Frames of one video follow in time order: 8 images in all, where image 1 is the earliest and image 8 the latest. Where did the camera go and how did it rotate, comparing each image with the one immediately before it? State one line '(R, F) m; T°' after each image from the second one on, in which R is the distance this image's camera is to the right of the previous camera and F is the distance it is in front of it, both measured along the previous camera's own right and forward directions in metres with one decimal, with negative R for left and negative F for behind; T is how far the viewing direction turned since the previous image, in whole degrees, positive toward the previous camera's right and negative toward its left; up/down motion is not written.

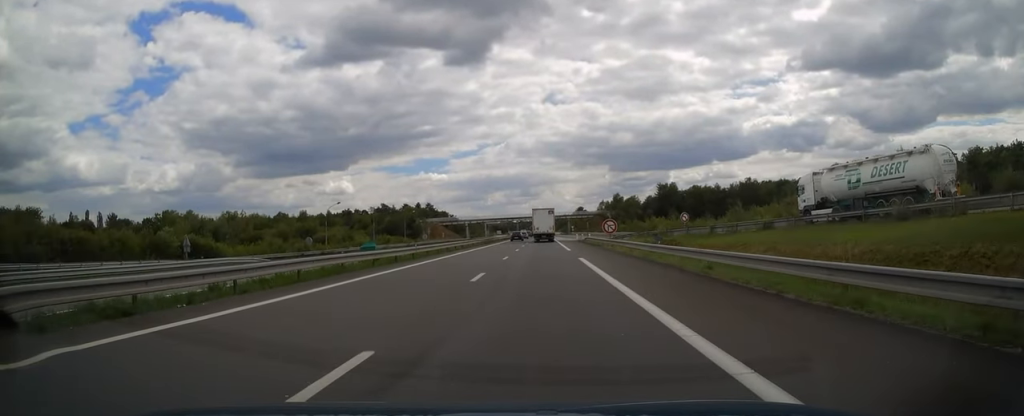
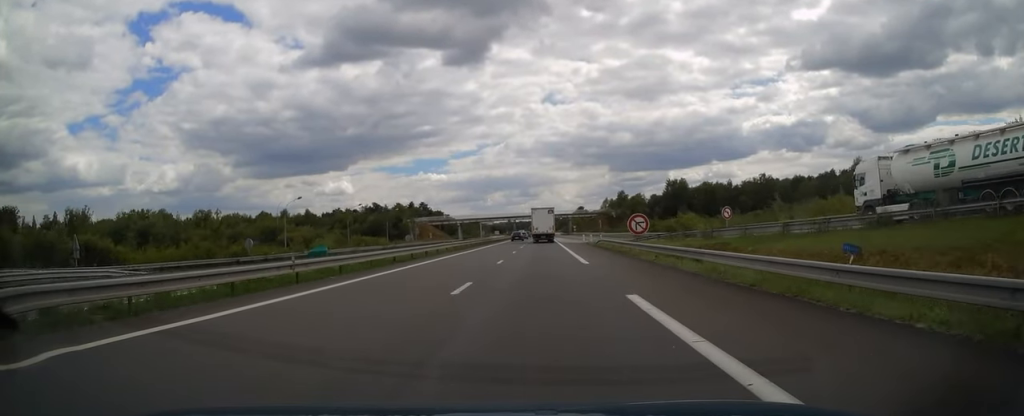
(0.0, +16.0) m; 0°
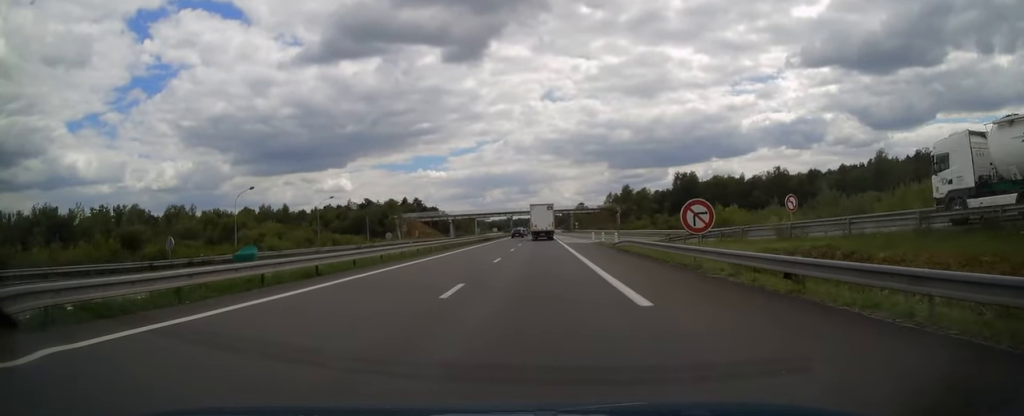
(0.0, +14.1) m; 0°
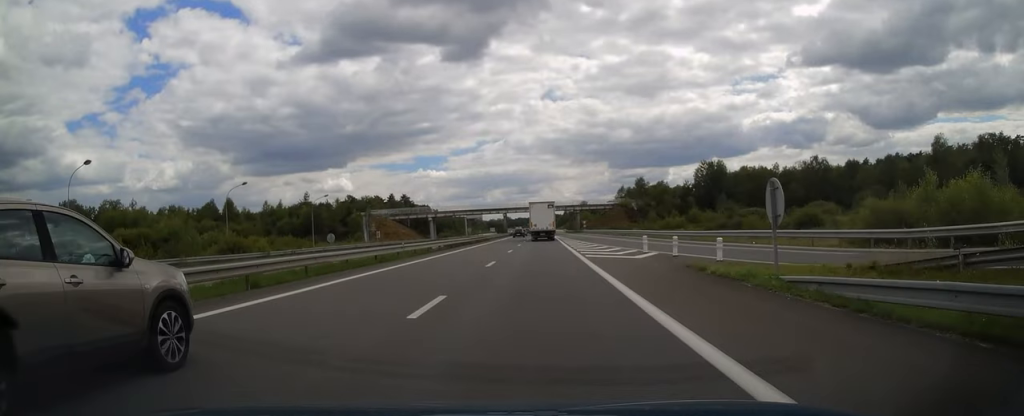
(+0.1, +29.0) m; 0°
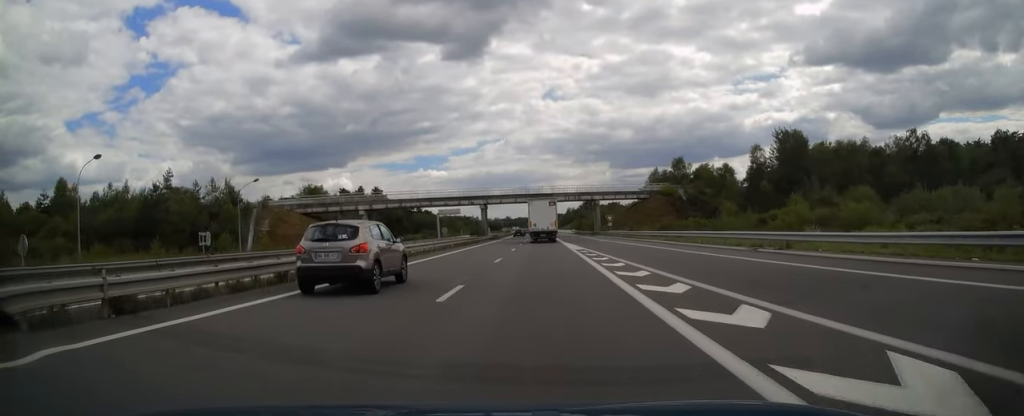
(-0.1, +50.2) m; 0°
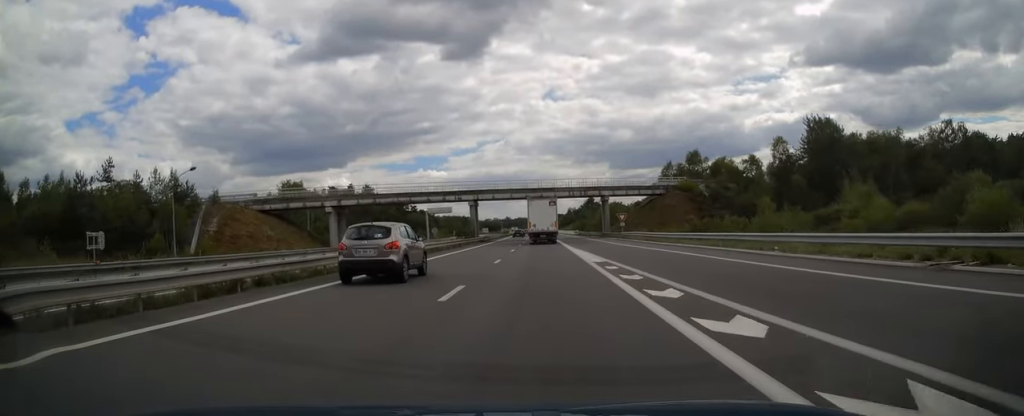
(0.0, +13.0) m; 0°
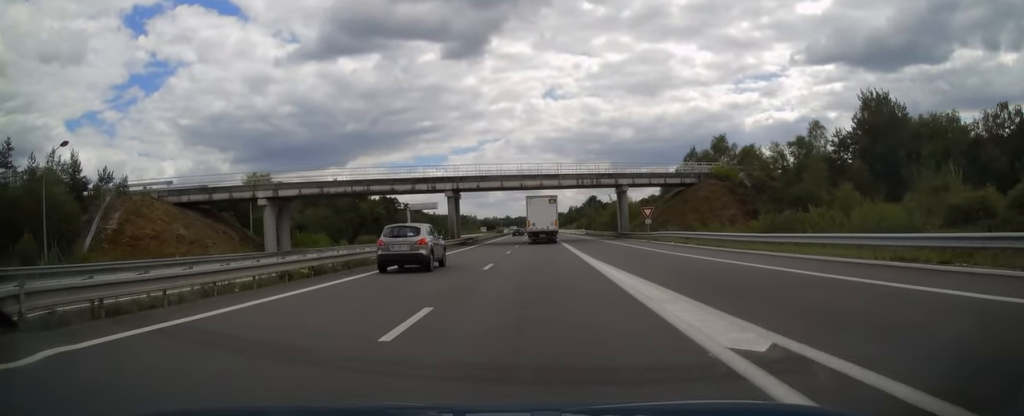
(0.0, +17.3) m; 0°
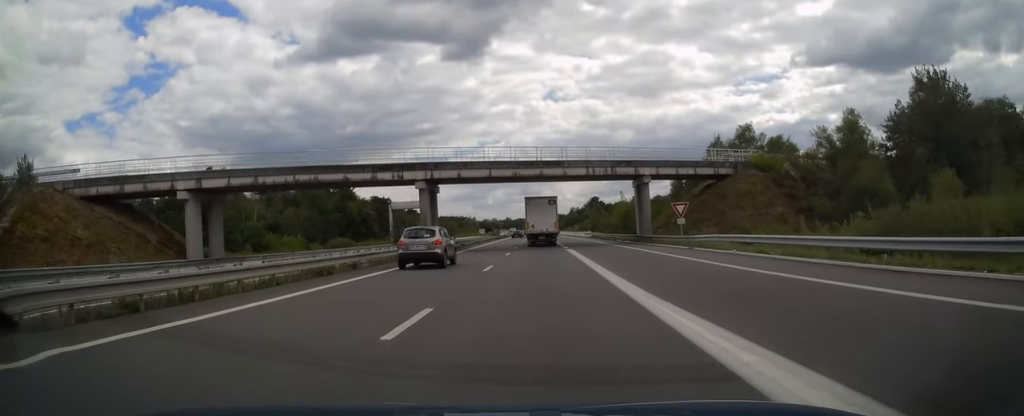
(0.0, +12.9) m; 0°
